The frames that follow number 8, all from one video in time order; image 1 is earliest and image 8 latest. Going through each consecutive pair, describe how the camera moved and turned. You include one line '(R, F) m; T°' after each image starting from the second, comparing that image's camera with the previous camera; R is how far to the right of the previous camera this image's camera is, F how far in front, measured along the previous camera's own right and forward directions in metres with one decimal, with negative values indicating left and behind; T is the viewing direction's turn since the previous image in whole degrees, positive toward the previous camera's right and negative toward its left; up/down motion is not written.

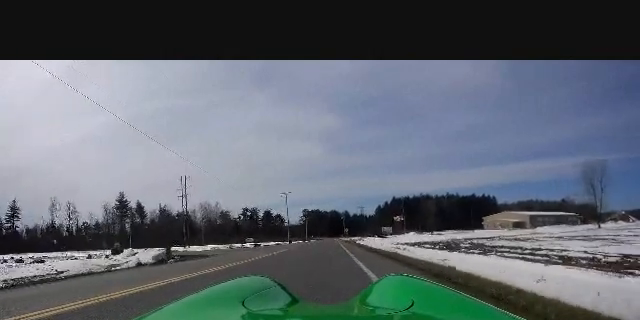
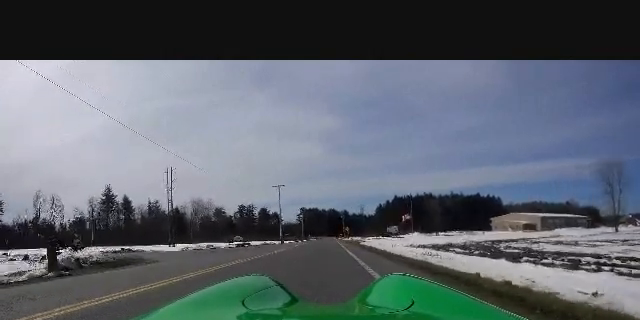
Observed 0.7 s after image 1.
(-0.1, +10.4) m; 0°
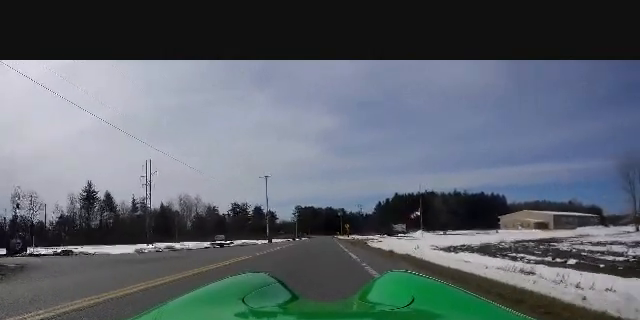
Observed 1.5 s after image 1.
(-0.1, +11.9) m; 0°
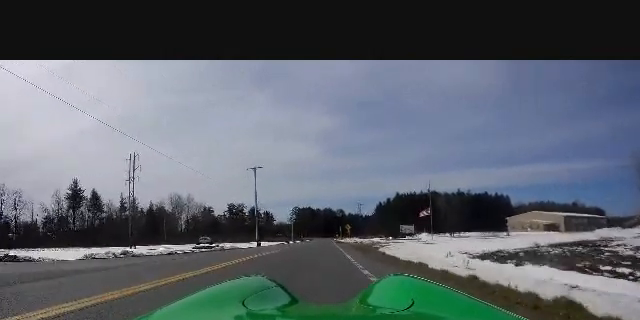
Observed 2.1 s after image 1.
(+0.1, +8.4) m; +1°
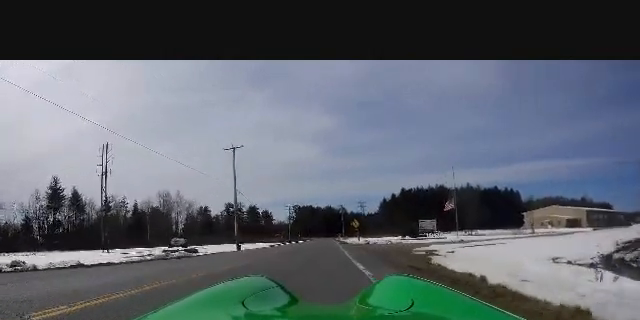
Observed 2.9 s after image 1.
(+0.2, +12.9) m; 0°
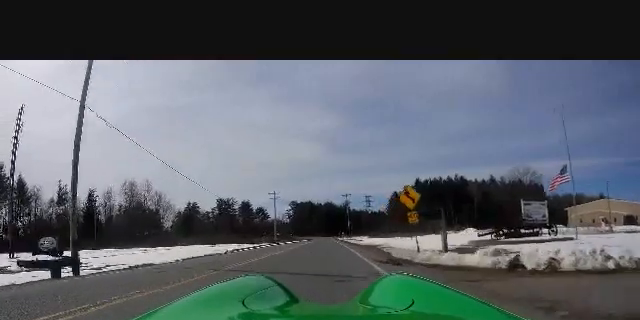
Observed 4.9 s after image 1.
(-0.6, +28.4) m; -1°
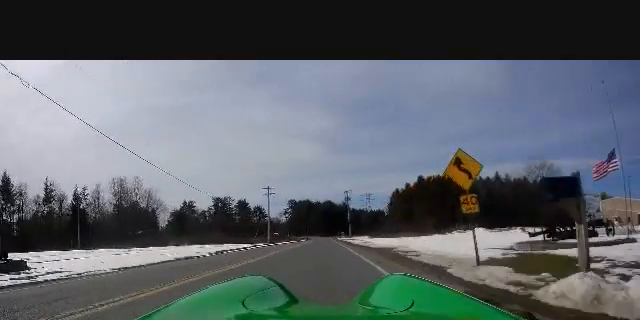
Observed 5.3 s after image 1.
(0.0, +6.3) m; +1°
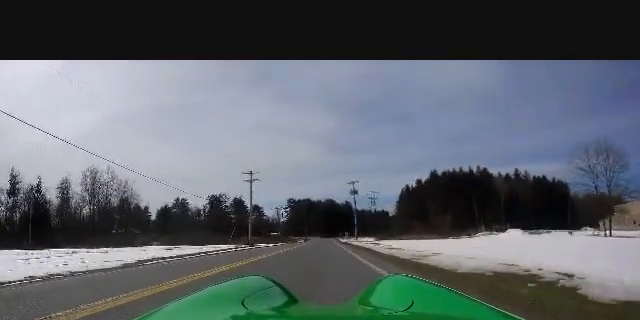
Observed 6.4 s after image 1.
(+0.1, +16.3) m; -1°
